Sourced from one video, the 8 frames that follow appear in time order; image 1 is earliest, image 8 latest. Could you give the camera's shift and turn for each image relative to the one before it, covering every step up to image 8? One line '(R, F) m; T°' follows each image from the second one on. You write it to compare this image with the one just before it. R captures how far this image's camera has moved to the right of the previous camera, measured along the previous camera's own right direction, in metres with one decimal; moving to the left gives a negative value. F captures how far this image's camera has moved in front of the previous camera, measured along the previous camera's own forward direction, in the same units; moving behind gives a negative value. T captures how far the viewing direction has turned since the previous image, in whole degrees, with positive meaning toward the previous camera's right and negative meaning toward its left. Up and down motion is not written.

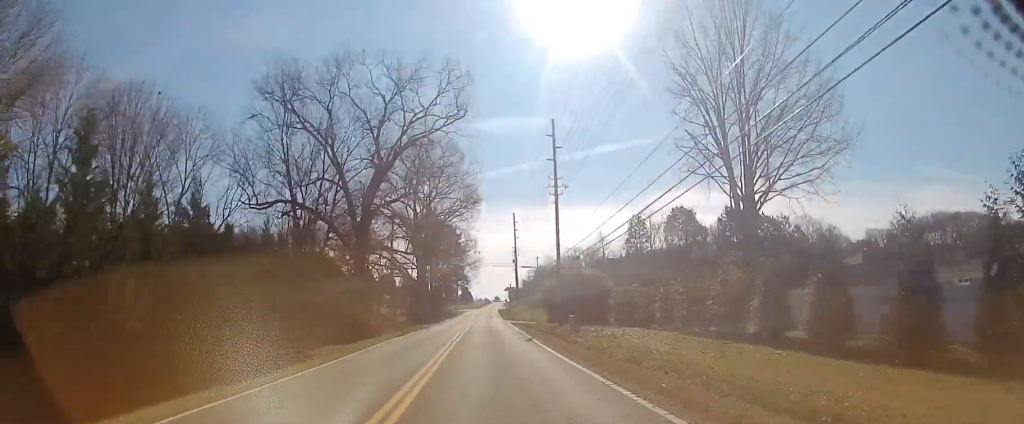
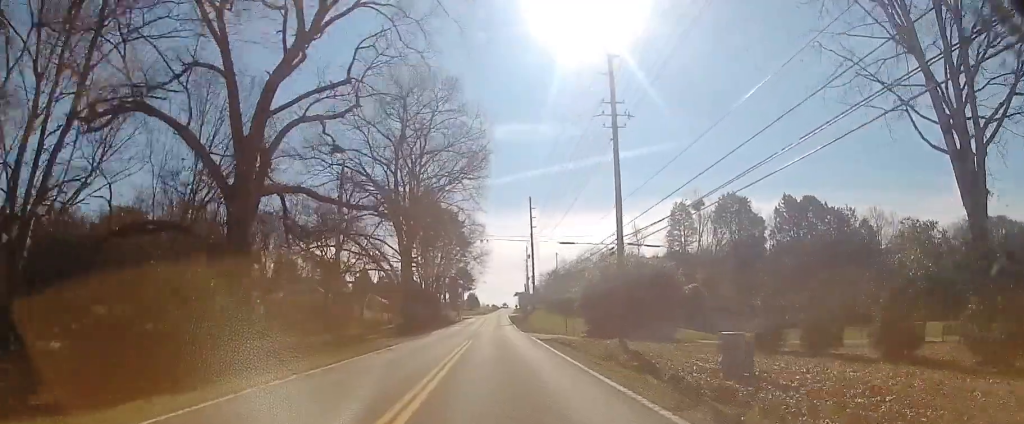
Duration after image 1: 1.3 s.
(+0.3, +21.8) m; +1°
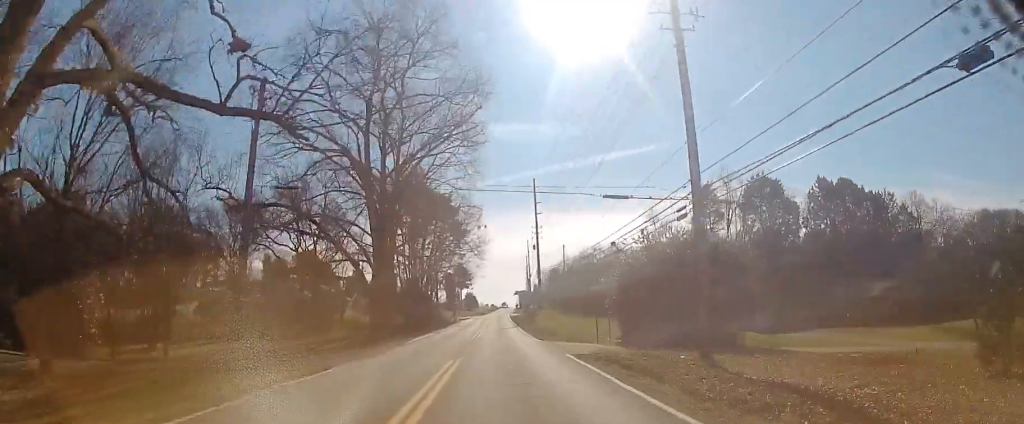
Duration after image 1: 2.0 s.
(0.0, +12.1) m; 0°
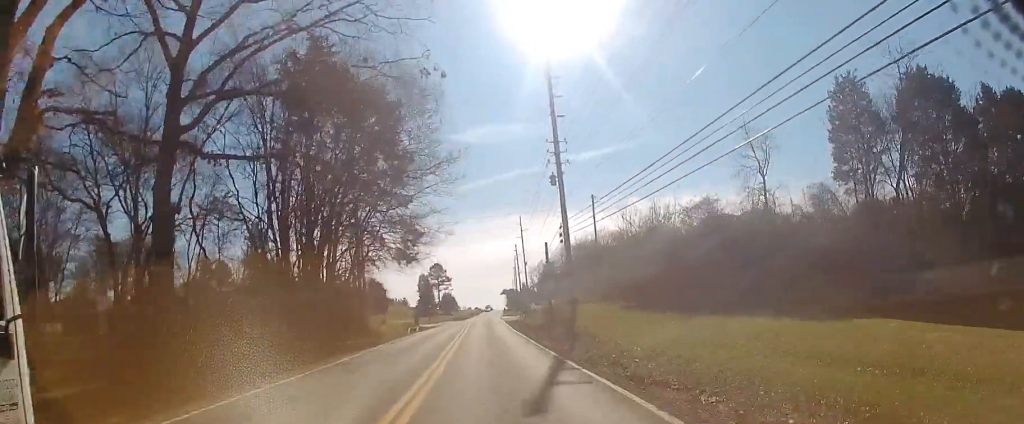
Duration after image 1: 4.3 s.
(+0.5, +40.5) m; +1°
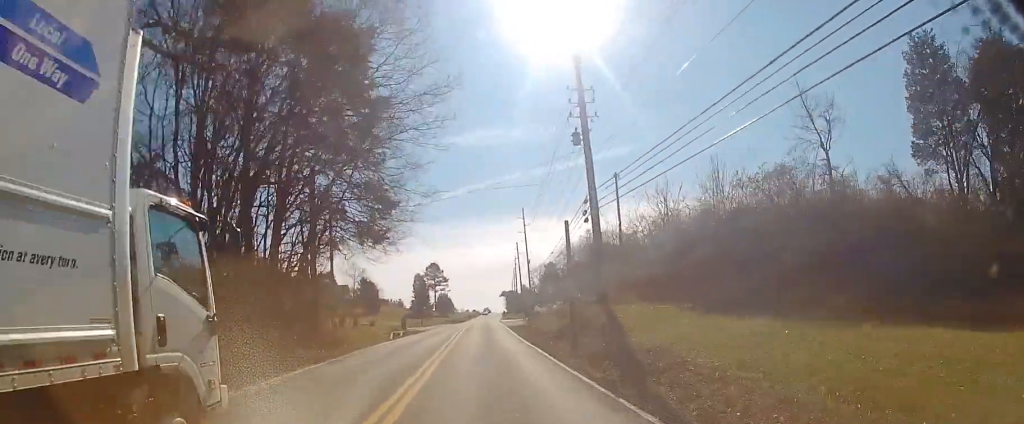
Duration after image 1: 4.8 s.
(-0.1, +10.5) m; 0°
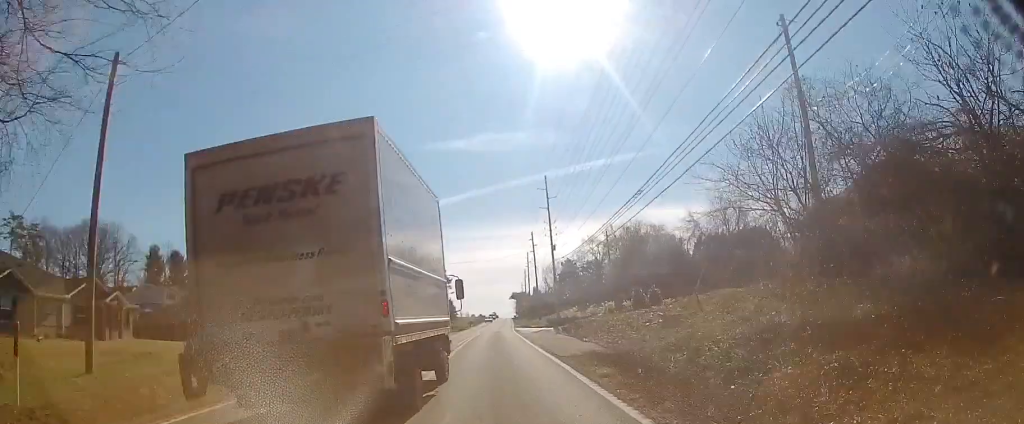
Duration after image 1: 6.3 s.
(-0.1, +27.9) m; -1°
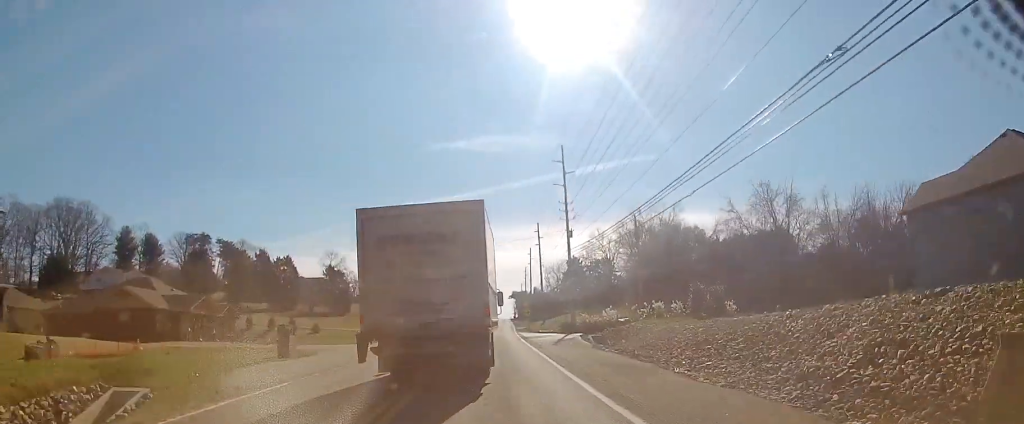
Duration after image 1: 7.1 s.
(-0.1, +15.0) m; 0°
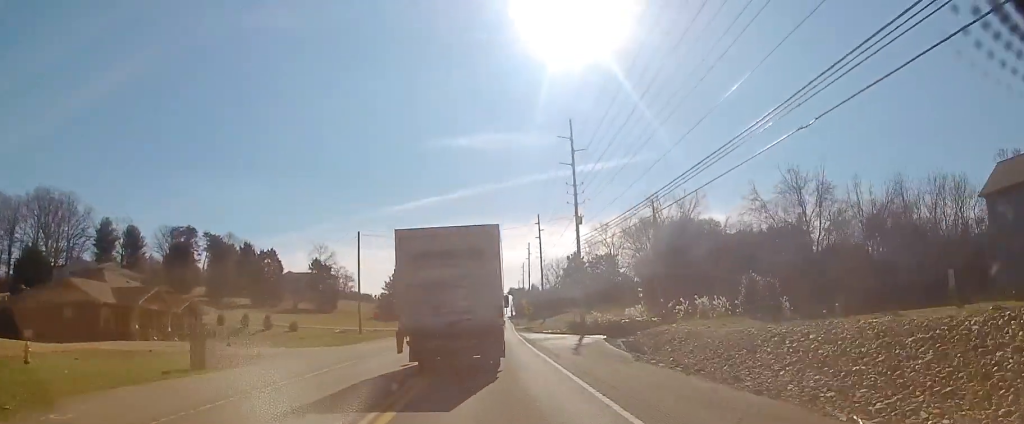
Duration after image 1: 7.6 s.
(0.0, +8.2) m; 0°
